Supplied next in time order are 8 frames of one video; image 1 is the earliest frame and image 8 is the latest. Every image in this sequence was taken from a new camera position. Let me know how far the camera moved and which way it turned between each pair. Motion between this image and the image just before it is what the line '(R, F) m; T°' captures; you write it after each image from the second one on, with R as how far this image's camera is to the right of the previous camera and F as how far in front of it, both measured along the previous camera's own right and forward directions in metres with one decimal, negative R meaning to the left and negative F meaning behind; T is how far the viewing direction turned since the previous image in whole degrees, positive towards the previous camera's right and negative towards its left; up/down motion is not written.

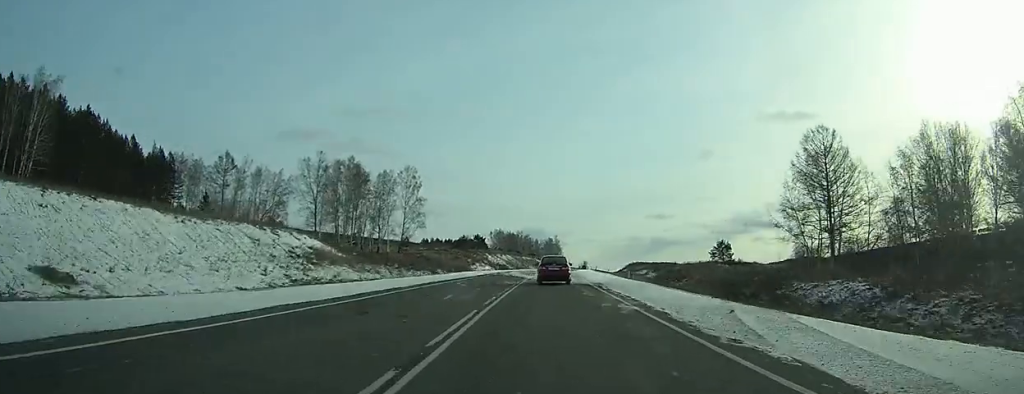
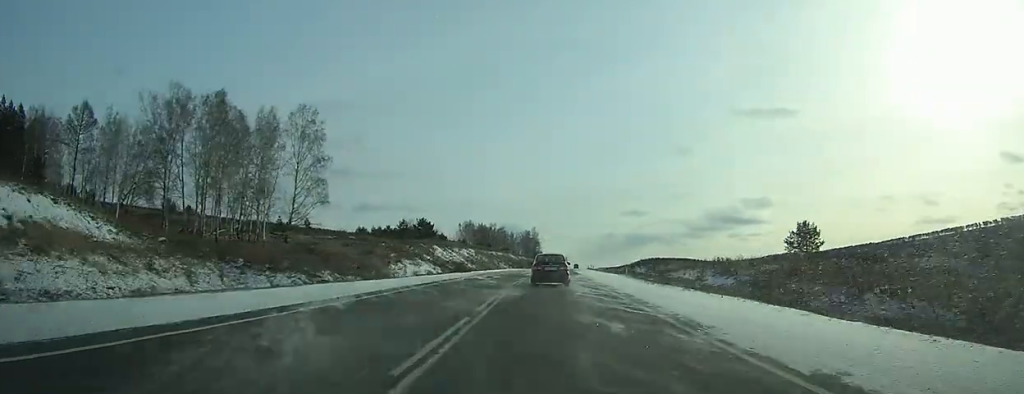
(+1.0, +51.2) m; +2°
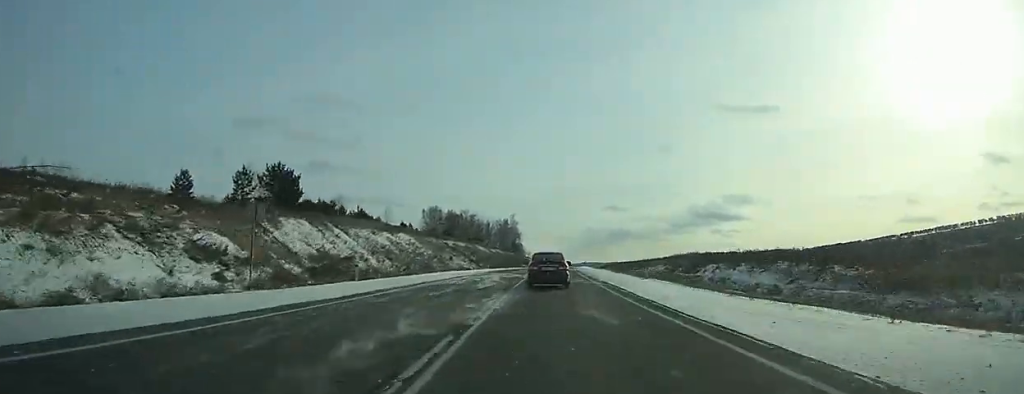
(+0.7, +58.9) m; +2°
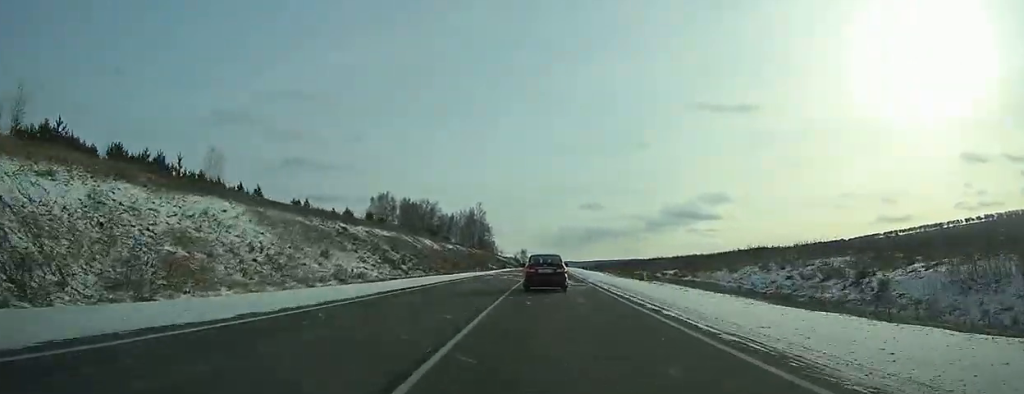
(+1.0, +47.6) m; +2°
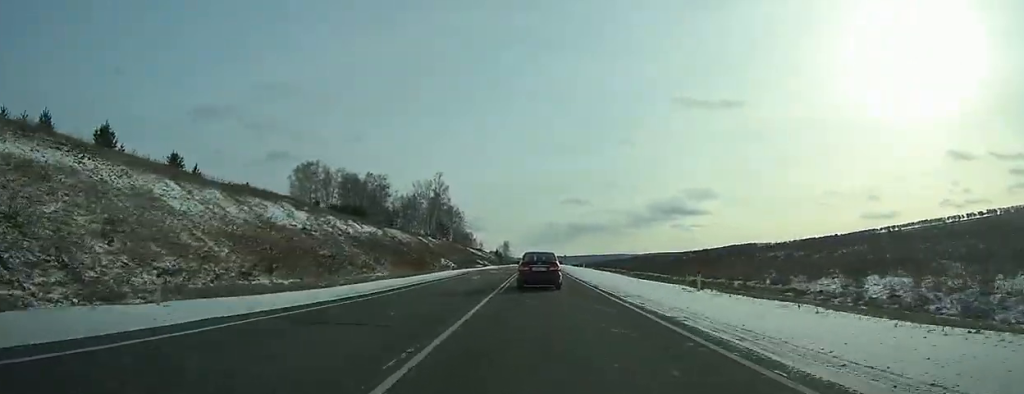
(+0.9, +62.4) m; +1°
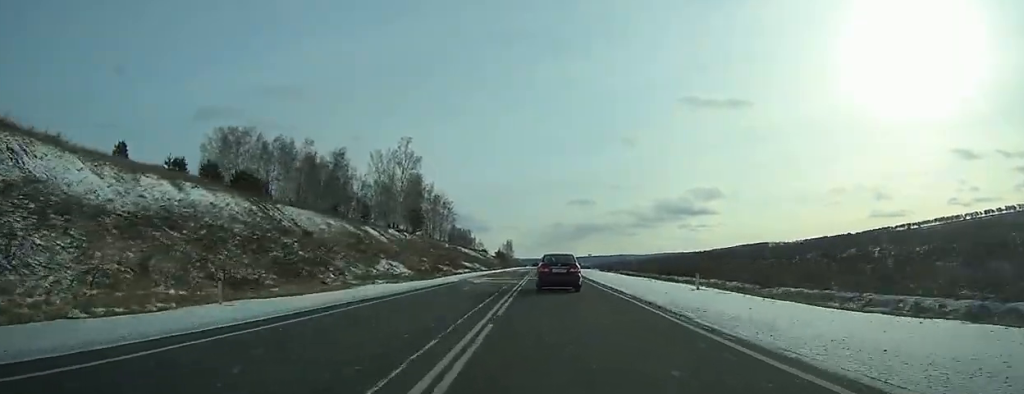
(+0.2, +49.4) m; 0°
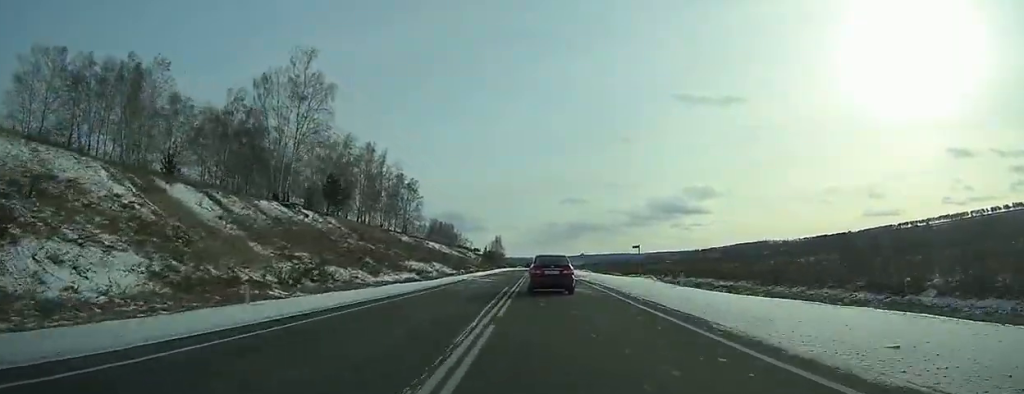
(0.0, +47.7) m; 0°
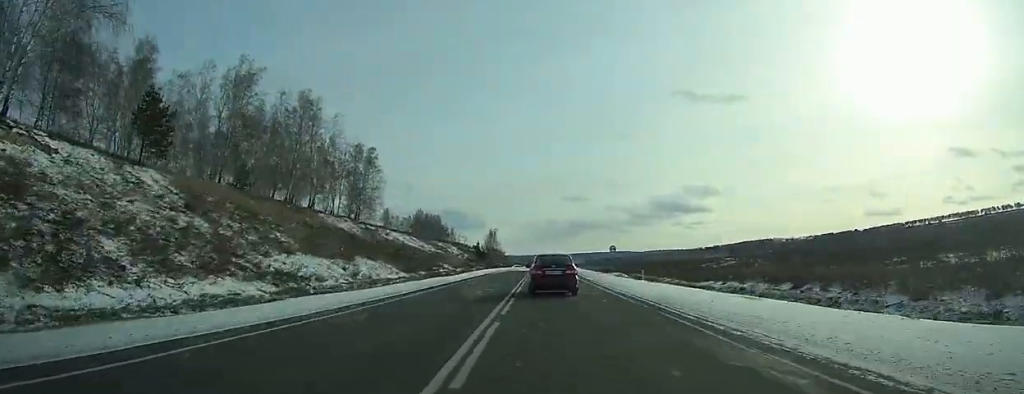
(0.0, +37.5) m; 0°
